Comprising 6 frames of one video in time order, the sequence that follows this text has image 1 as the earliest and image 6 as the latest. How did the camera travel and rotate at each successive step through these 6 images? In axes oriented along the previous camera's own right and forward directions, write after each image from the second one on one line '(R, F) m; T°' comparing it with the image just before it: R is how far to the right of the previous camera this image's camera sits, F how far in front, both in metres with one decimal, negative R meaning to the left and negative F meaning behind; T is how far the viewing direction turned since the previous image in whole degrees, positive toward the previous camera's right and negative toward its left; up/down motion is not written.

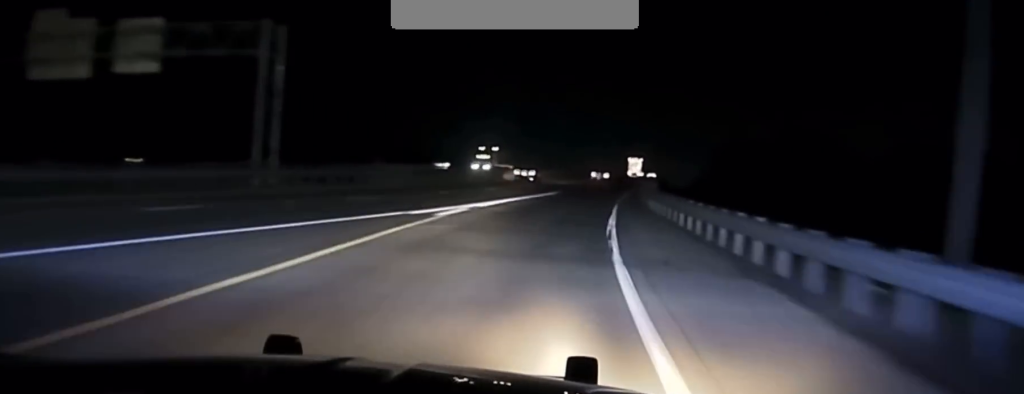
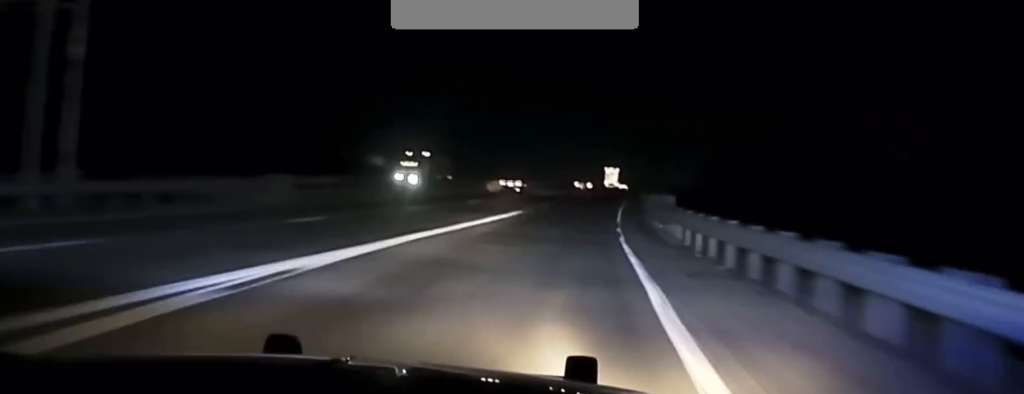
(+0.5, +18.8) m; +2°
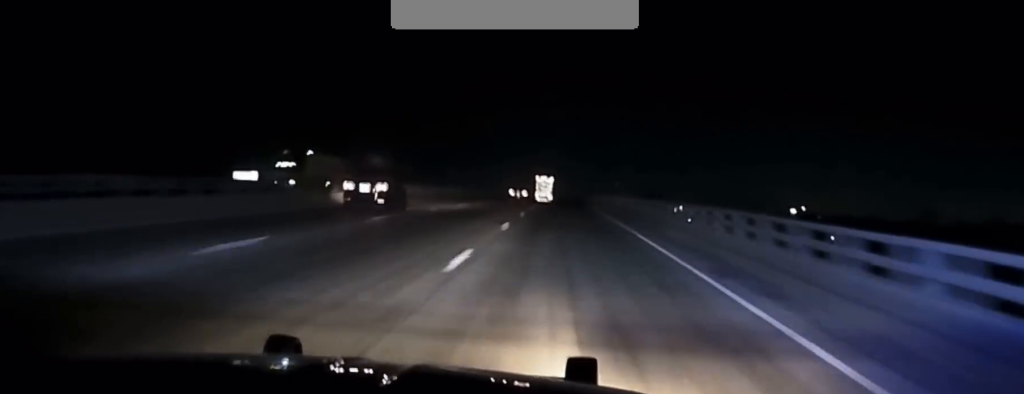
(+11.0, +146.4) m; +5°
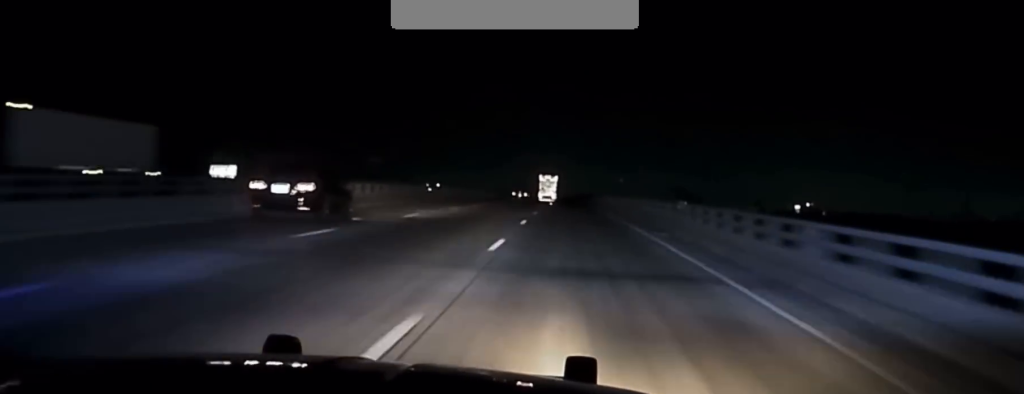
(-0.1, +36.2) m; 0°
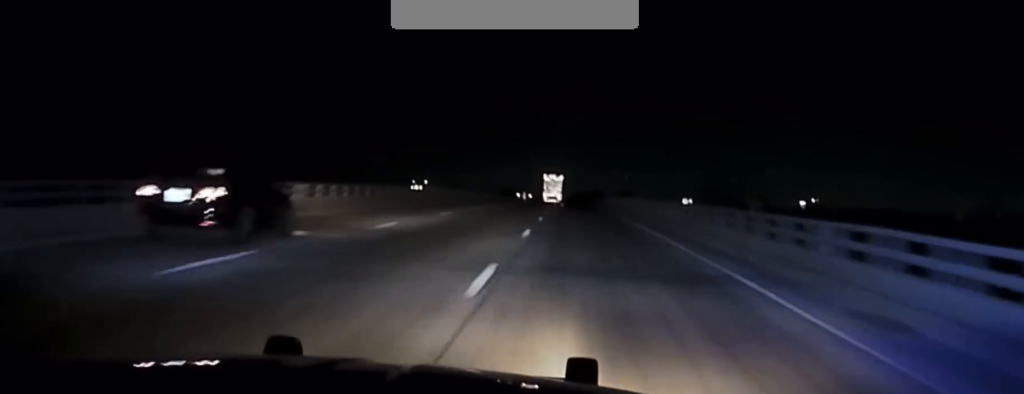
(0.0, +19.8) m; 0°
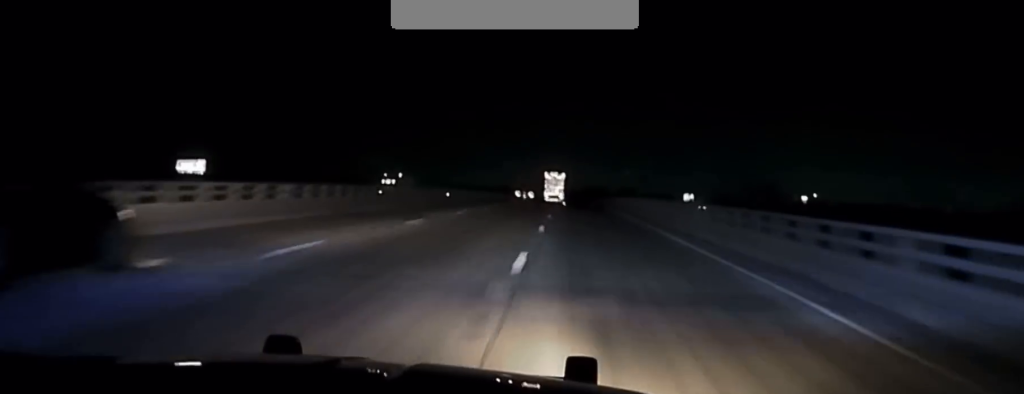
(0.0, +22.5) m; 0°
